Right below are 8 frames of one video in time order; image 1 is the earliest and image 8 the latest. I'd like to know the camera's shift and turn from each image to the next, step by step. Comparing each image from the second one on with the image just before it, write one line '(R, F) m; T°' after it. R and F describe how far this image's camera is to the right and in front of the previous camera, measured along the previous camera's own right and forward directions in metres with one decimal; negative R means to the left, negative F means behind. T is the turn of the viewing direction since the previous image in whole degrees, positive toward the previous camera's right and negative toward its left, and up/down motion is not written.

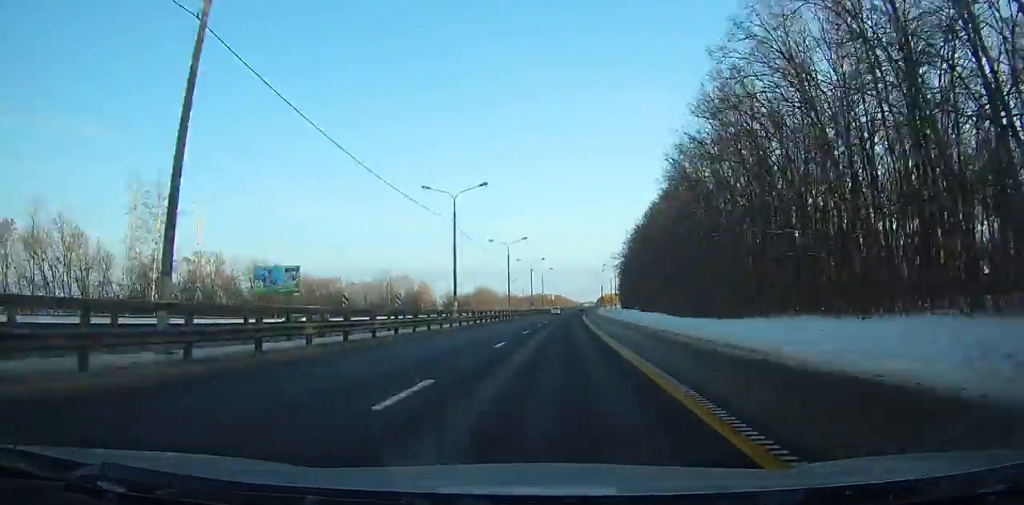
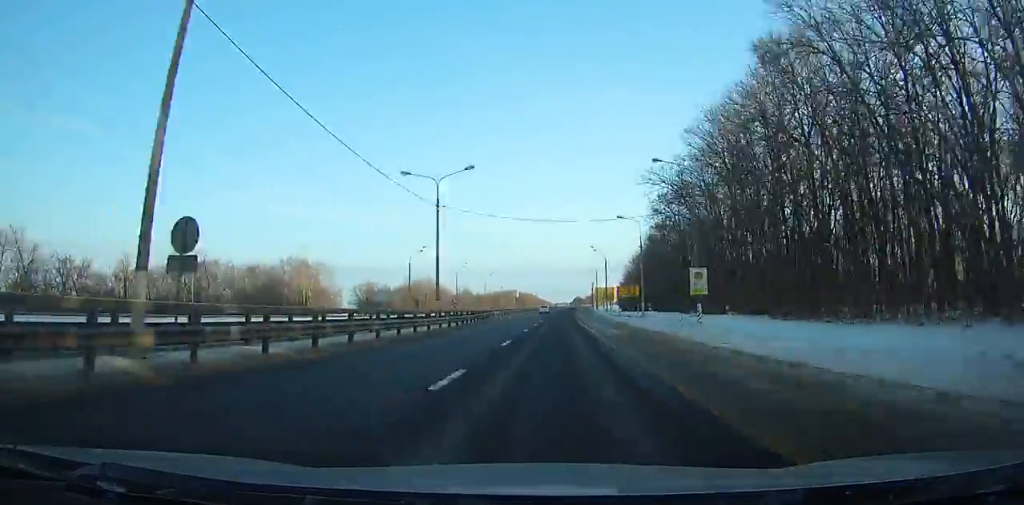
(+2.5, +101.5) m; +2°
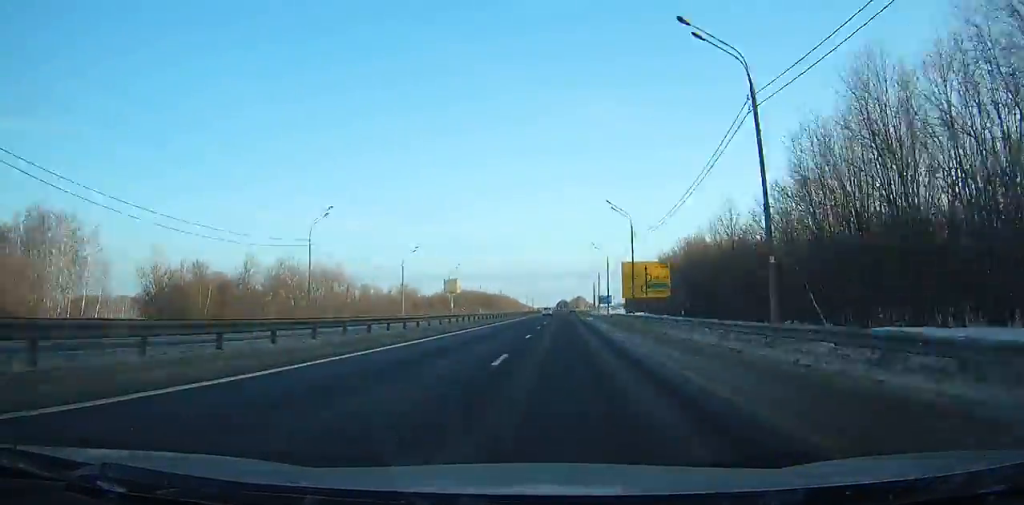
(+1.7, +111.7) m; +2°
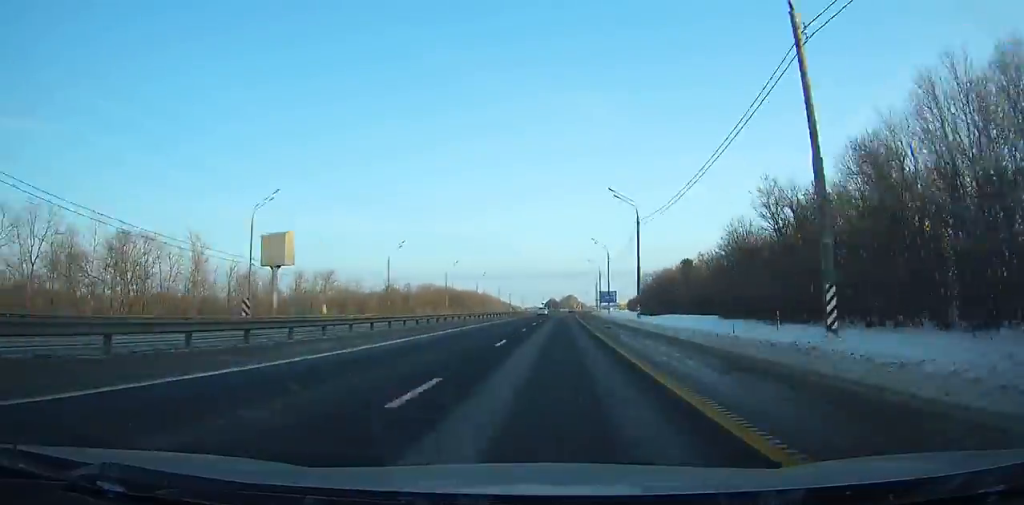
(+1.0, +76.9) m; +1°
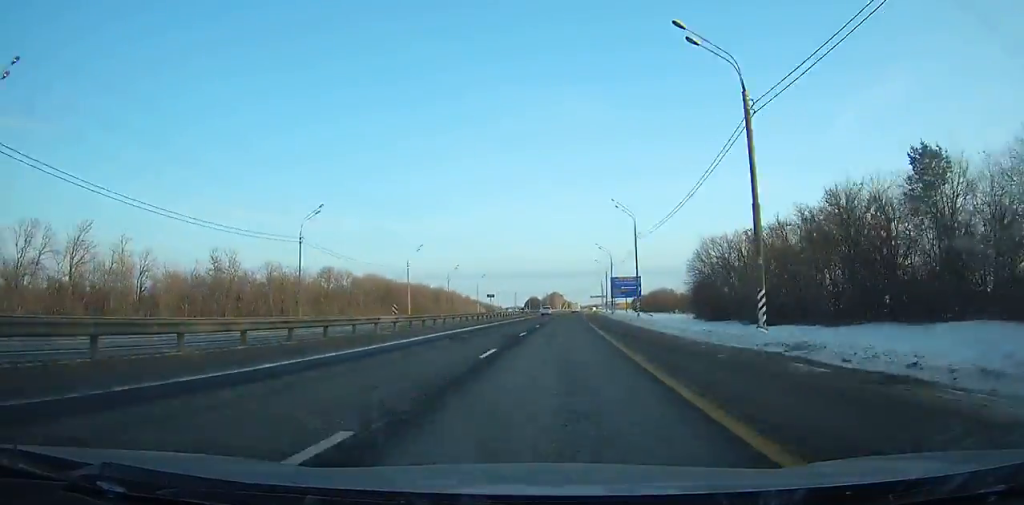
(+0.9, +99.7) m; +2°
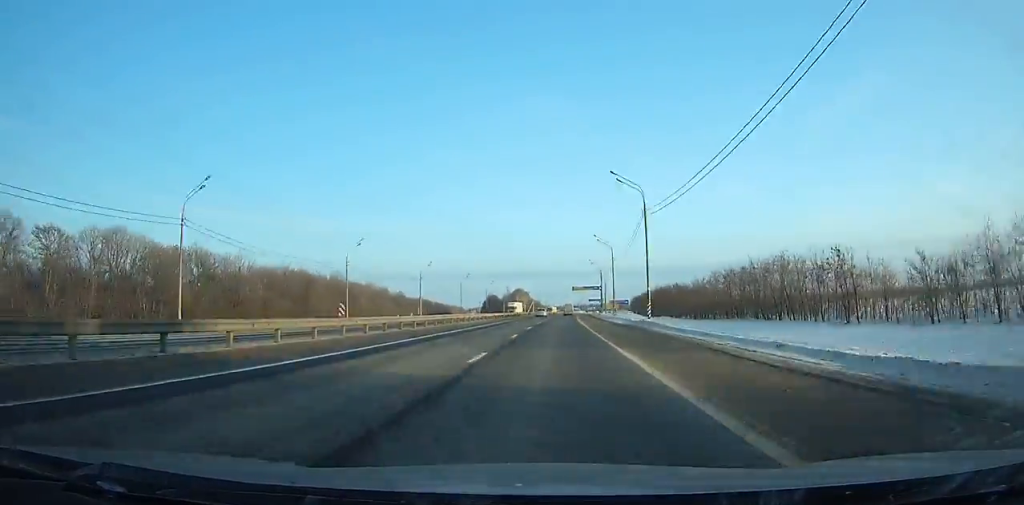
(+2.6, +119.4) m; +2°
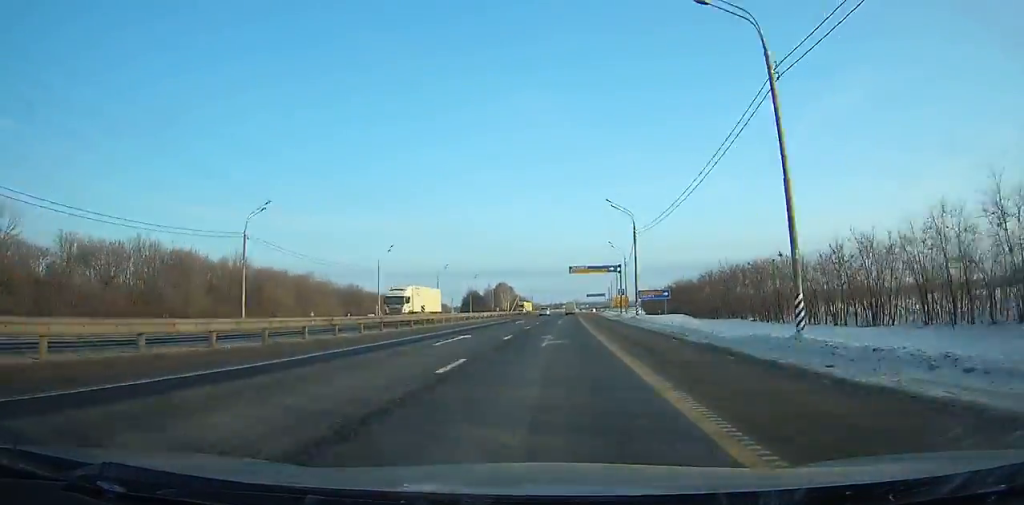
(+0.3, +61.5) m; +1°
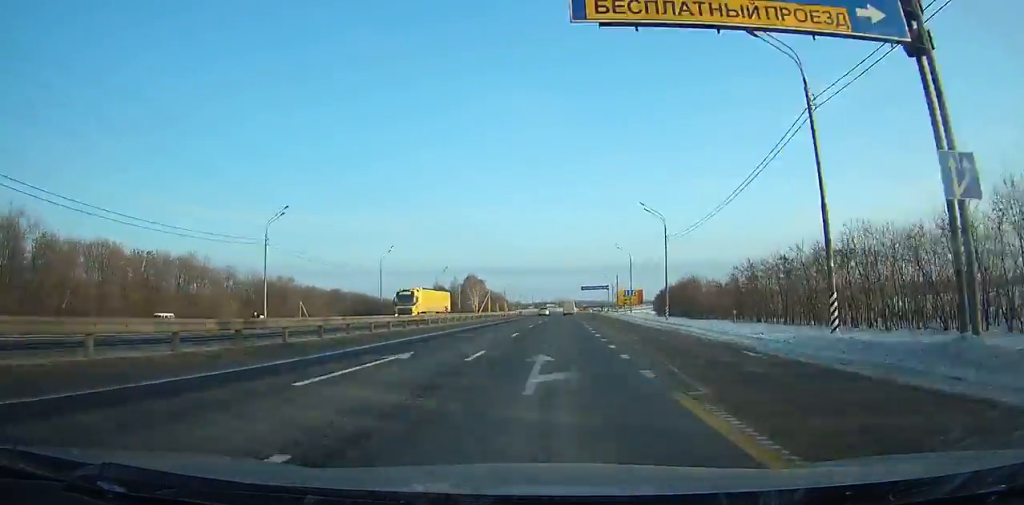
(+1.2, +68.0) m; +1°
